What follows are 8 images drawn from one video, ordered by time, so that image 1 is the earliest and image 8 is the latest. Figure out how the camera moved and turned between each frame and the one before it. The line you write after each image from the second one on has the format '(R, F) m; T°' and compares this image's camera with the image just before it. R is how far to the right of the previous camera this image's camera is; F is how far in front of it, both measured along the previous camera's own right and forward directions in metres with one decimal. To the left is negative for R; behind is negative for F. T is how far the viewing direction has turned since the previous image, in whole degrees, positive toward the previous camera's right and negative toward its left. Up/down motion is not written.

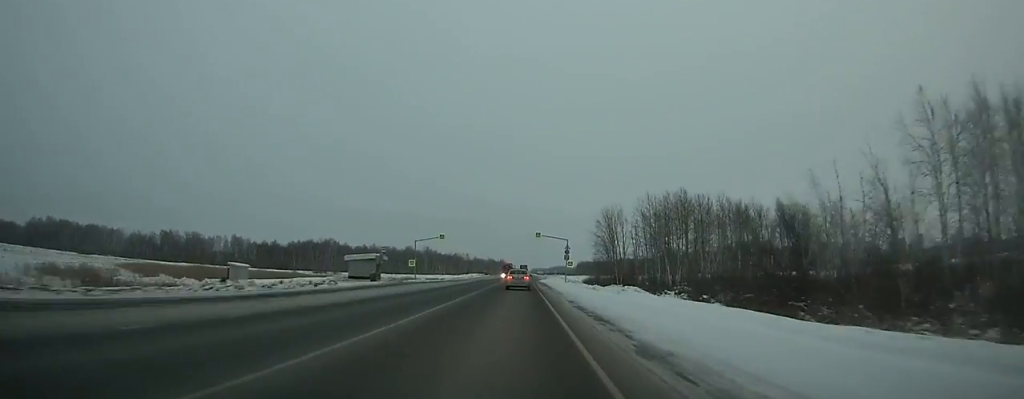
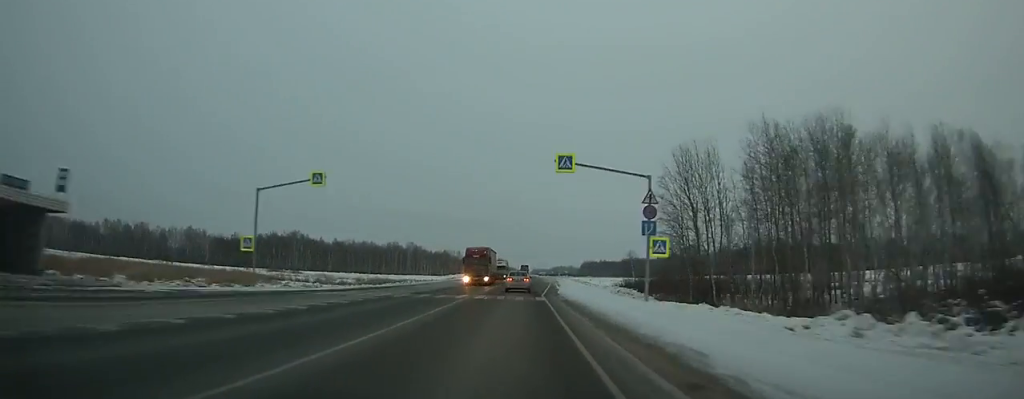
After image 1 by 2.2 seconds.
(-0.1, +53.8) m; 0°
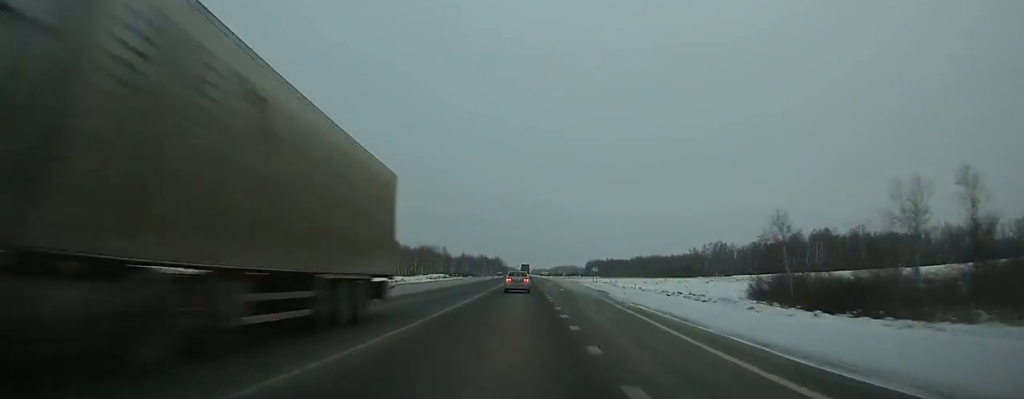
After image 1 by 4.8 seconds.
(-0.1, +64.0) m; 0°
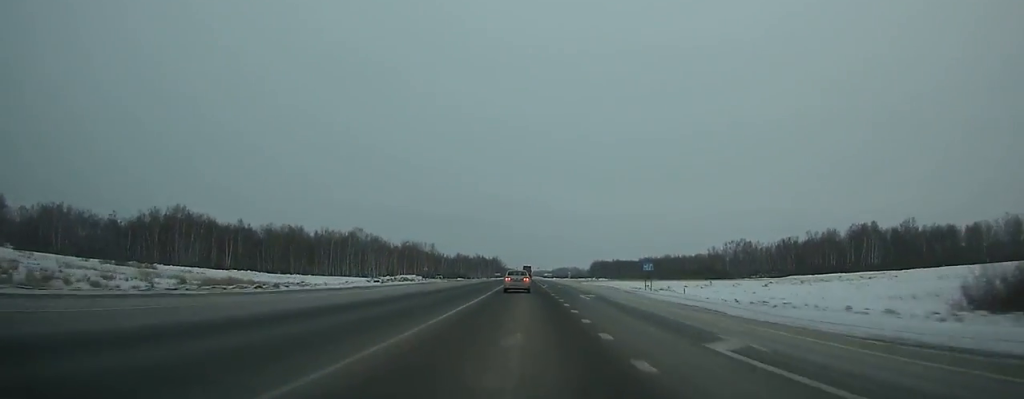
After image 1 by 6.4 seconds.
(+0.1, +39.5) m; 0°
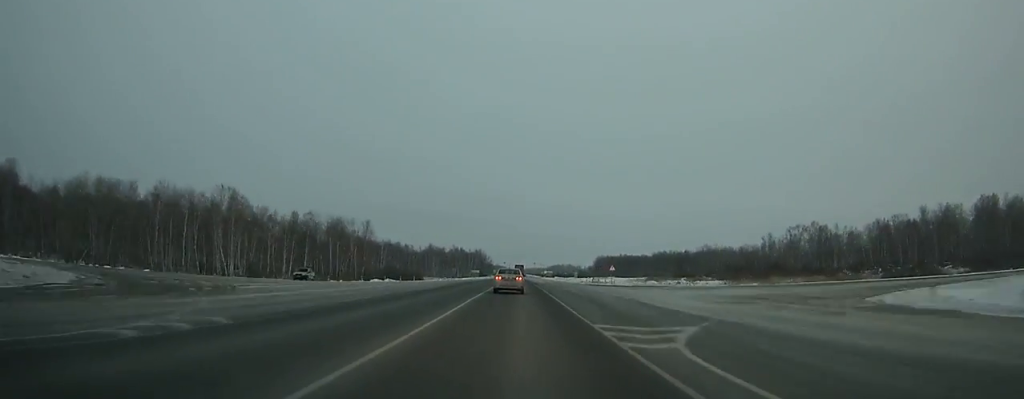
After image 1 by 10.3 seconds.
(+0.6, +96.0) m; 0°
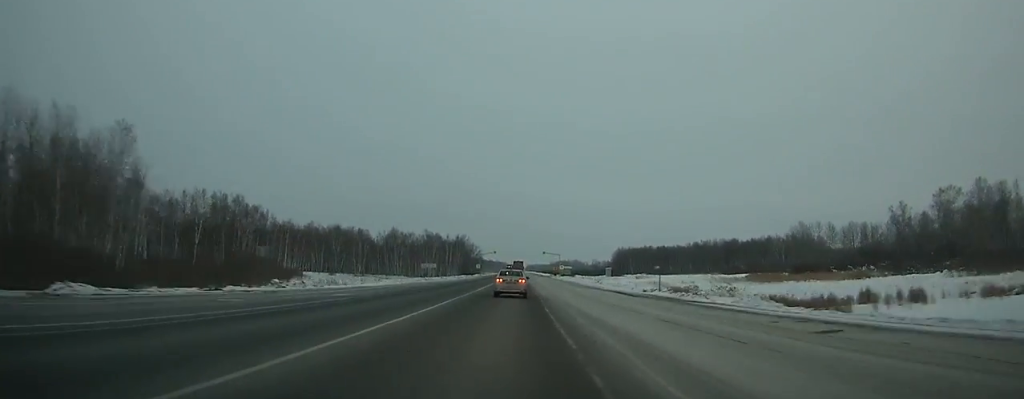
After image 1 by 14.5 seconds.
(-0.4, +101.2) m; -1°
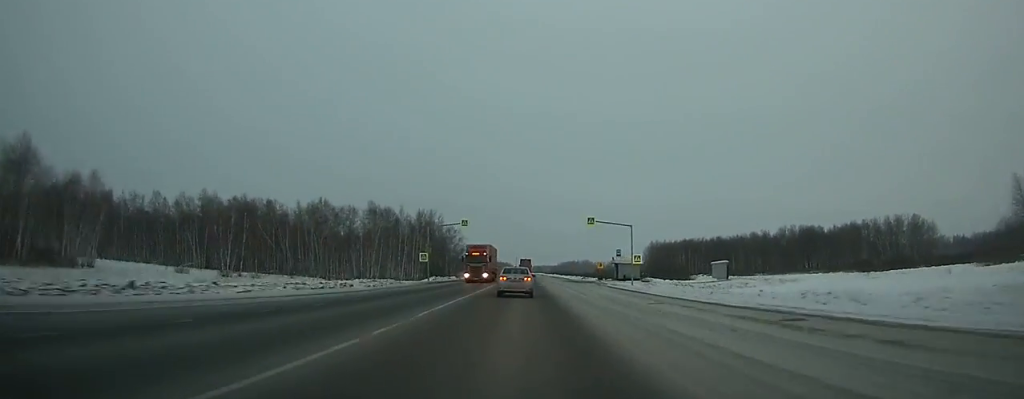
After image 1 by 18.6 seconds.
(-0.3, +96.9) m; 0°
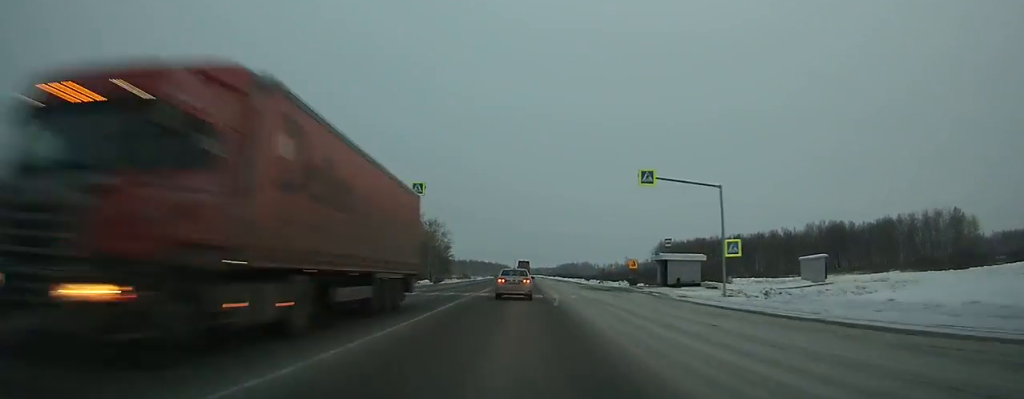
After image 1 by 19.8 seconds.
(0.0, +28.0) m; 0°
